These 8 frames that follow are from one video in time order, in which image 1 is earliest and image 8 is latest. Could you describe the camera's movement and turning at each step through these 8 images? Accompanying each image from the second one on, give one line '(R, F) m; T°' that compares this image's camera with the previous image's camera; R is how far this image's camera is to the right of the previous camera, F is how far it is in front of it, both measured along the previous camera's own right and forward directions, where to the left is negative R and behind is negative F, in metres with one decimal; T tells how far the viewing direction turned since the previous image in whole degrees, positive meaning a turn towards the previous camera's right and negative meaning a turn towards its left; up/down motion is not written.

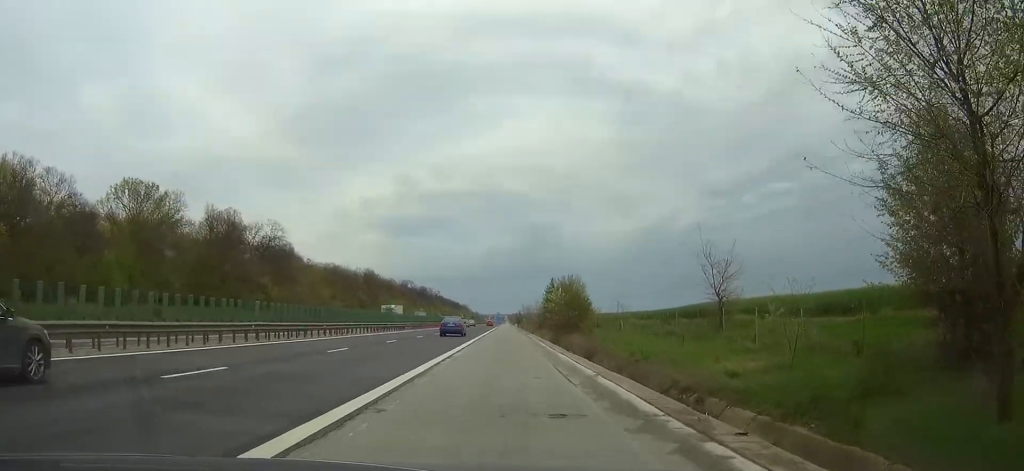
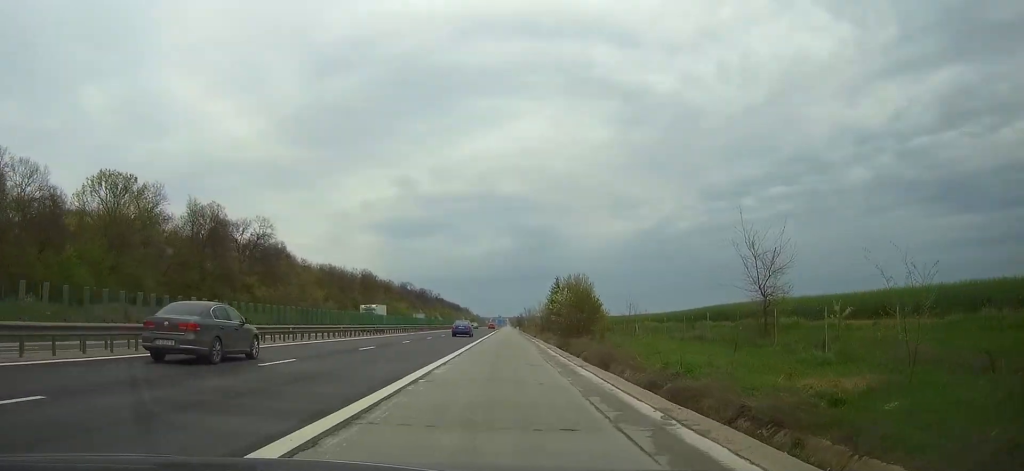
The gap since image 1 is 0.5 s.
(+0.1, +6.6) m; 0°
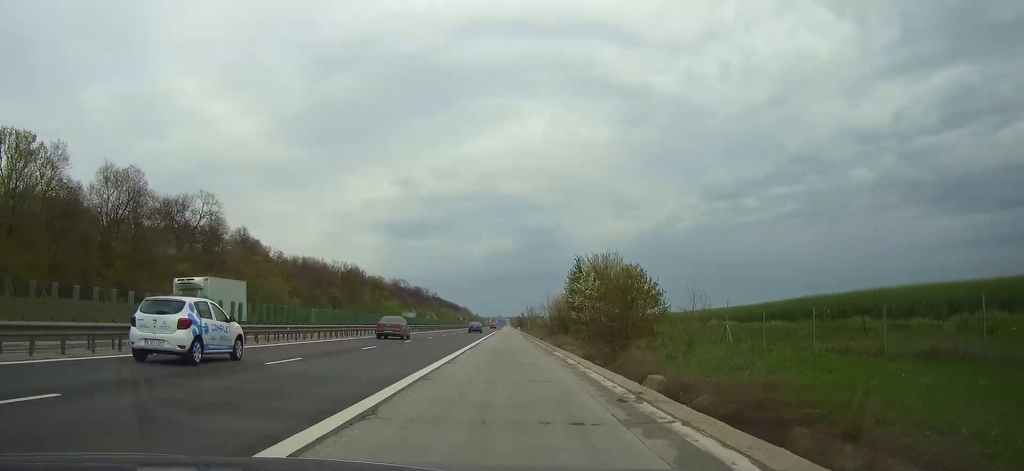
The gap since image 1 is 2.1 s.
(+0.1, +22.7) m; 0°
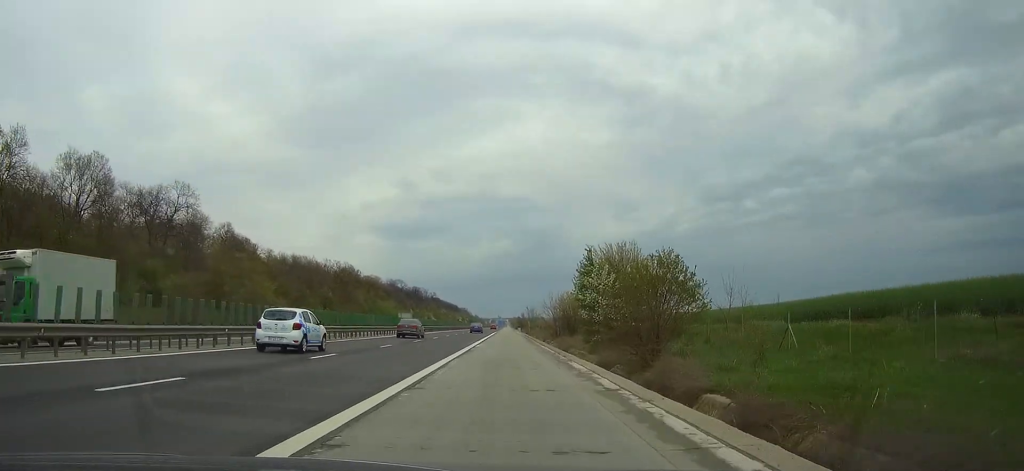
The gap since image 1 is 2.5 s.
(0.0, +7.3) m; 0°
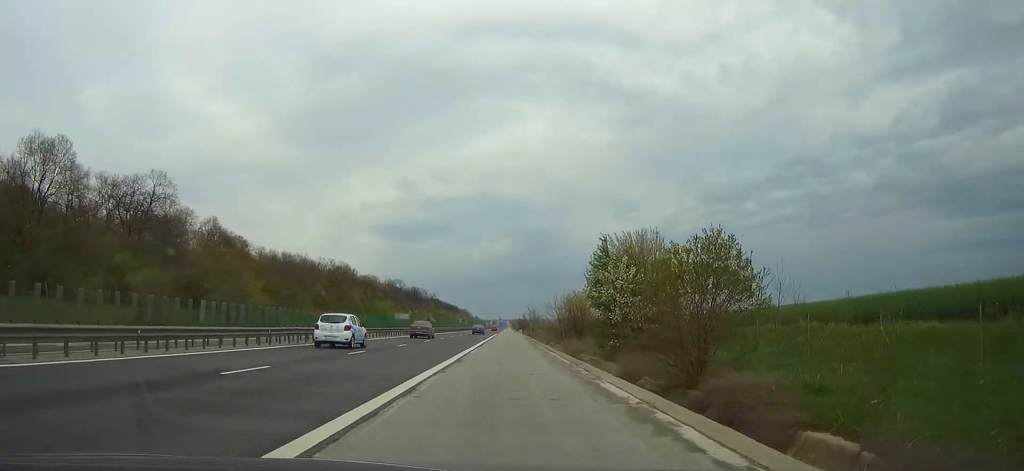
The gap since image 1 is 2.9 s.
(0.0, +6.5) m; 0°
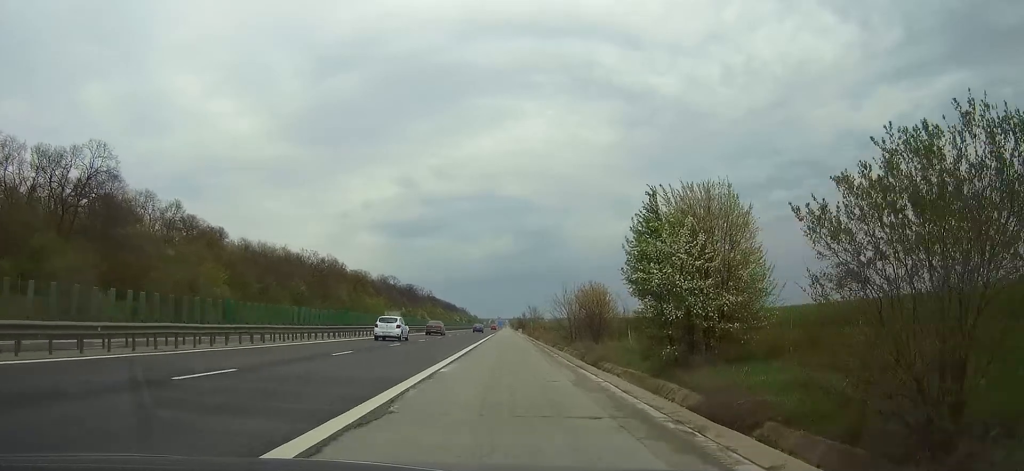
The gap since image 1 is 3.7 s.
(0.0, +12.8) m; 0°
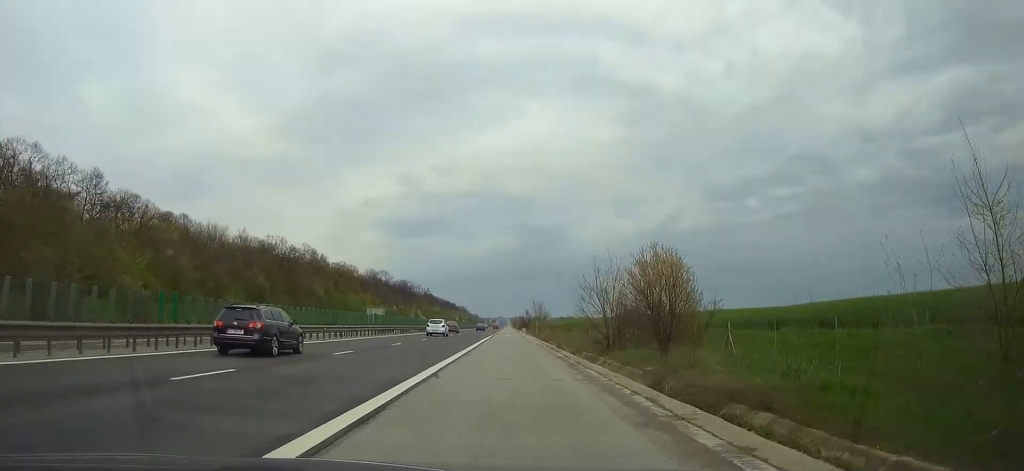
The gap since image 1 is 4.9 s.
(0.0, +22.0) m; 0°
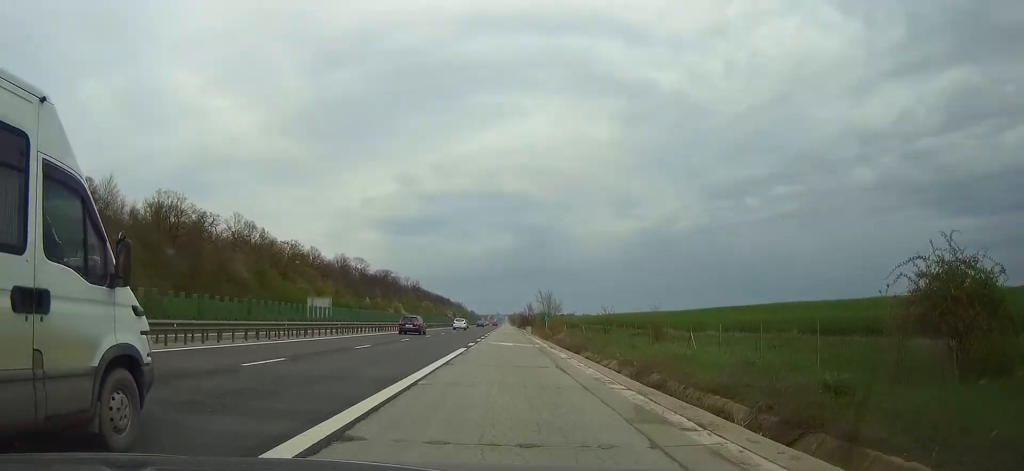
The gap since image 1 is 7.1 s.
(0.0, +41.0) m; 0°
